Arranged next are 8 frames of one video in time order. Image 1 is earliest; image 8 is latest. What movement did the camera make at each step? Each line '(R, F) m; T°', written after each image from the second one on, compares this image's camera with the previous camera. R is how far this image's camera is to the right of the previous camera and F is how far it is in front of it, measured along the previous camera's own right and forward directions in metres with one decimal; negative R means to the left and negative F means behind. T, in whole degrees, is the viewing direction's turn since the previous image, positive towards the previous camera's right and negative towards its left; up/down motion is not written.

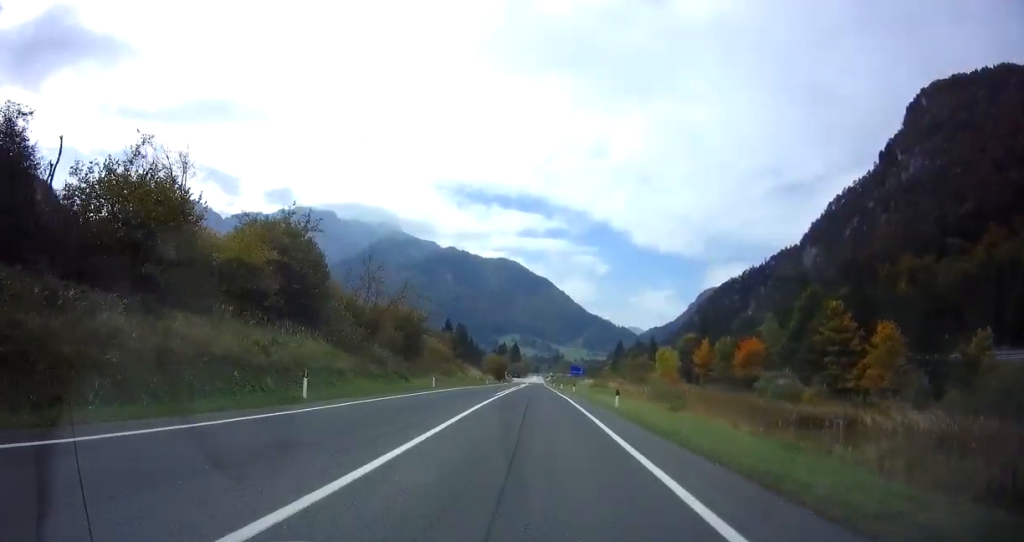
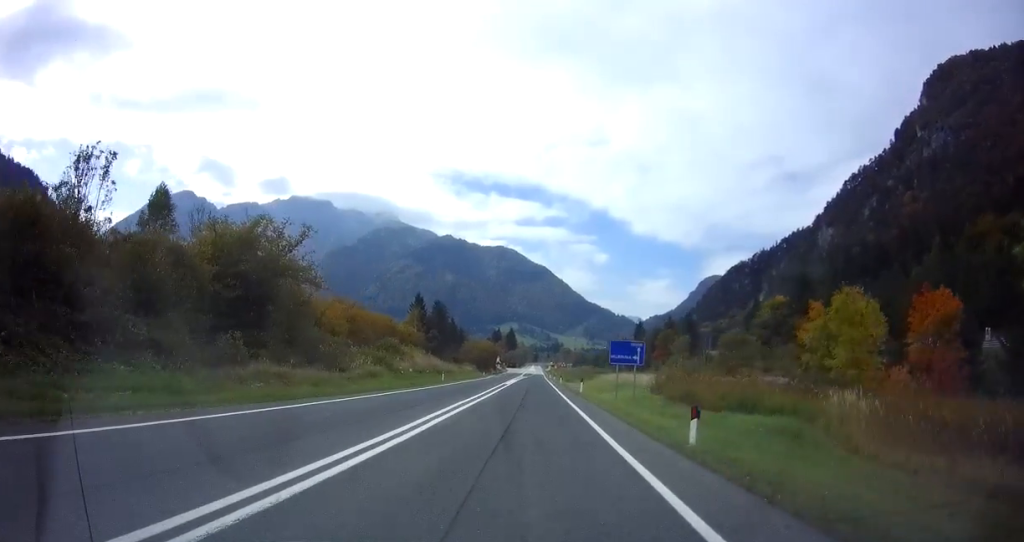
(-0.6, +39.7) m; -1°
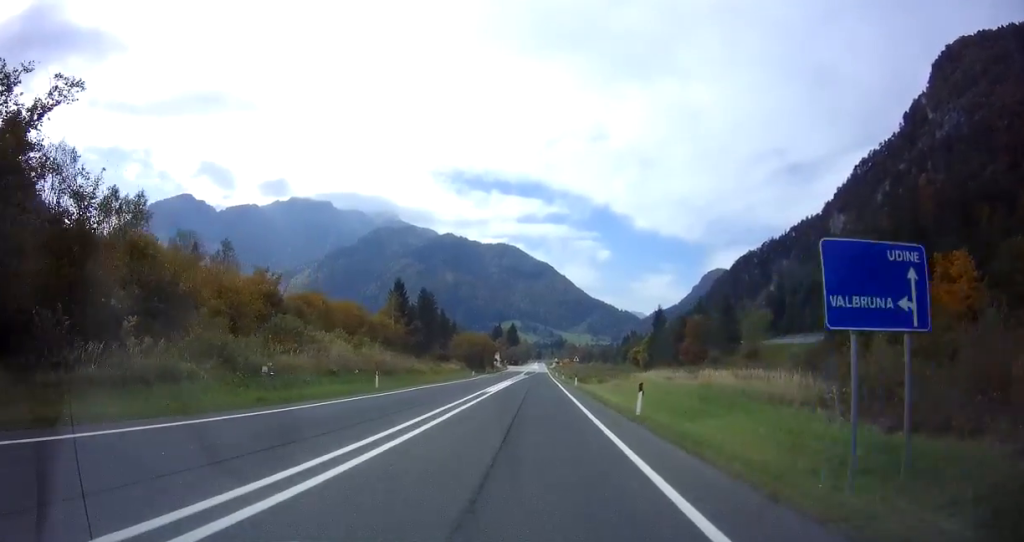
(-0.1, +21.3) m; +1°
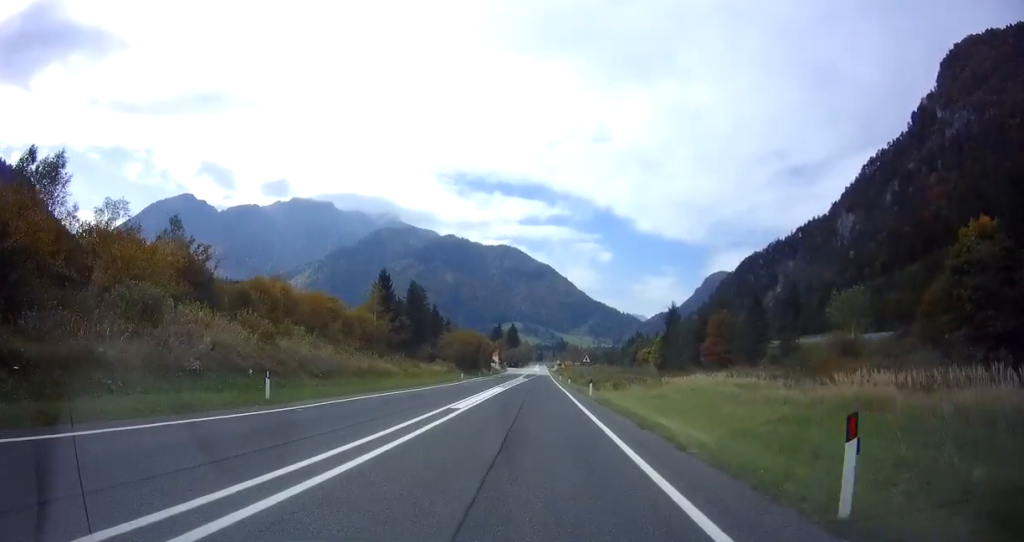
(+0.1, +12.1) m; 0°
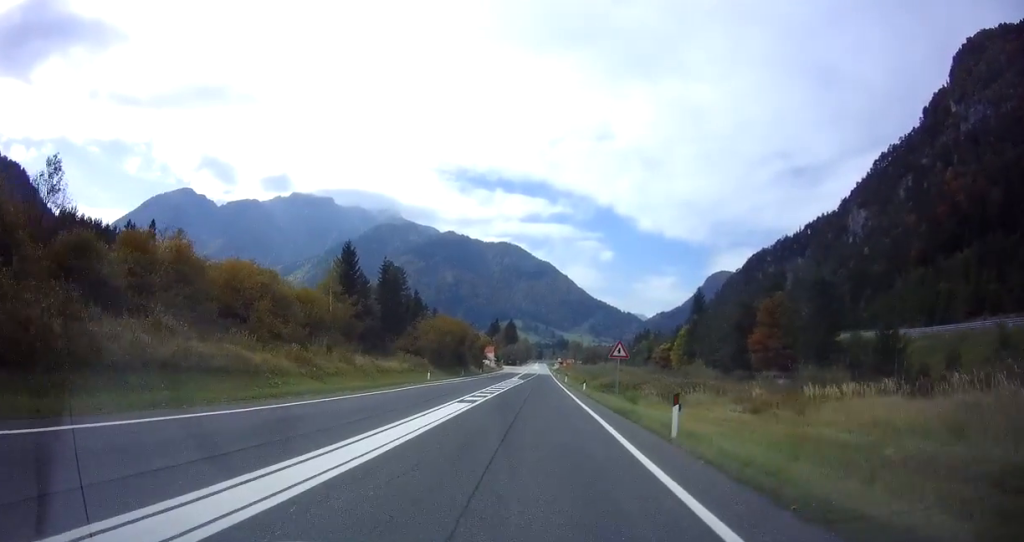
(+0.3, +20.6) m; 0°
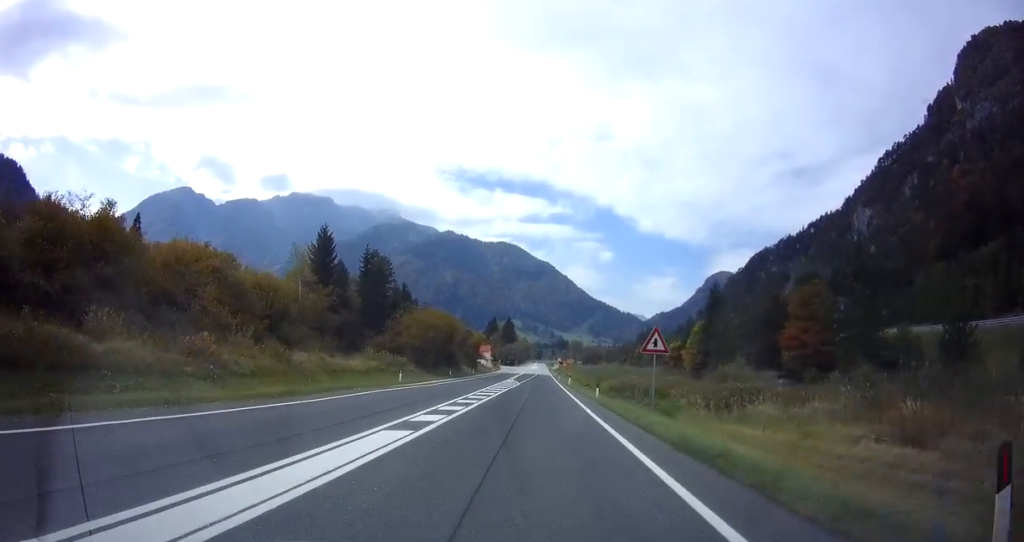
(-0.1, +9.2) m; 0°
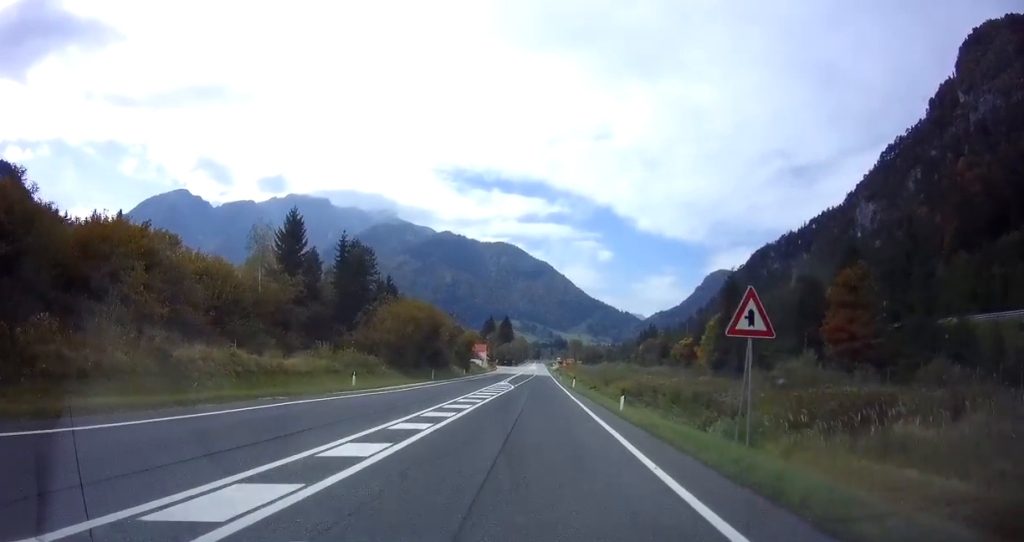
(-0.1, +9.3) m; 0°
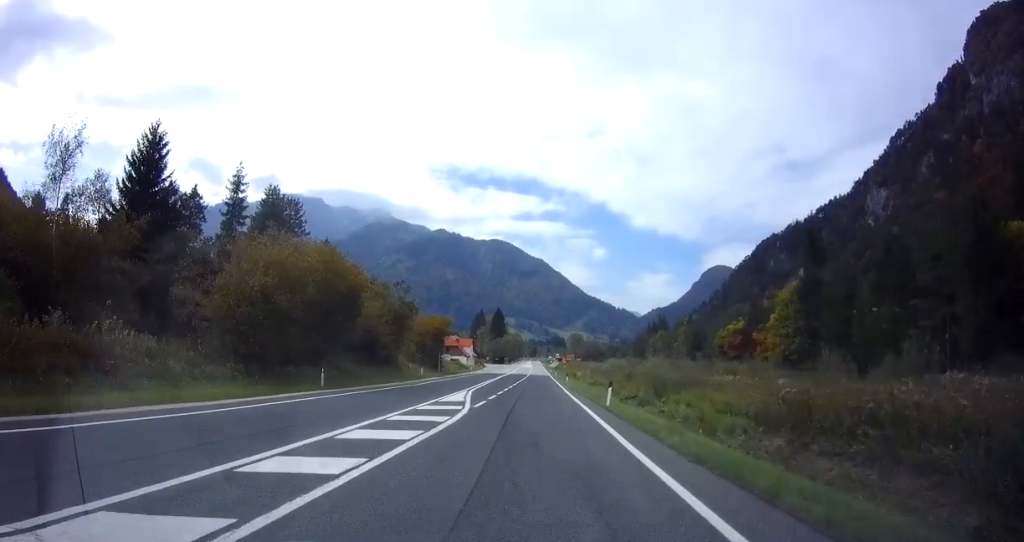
(0.0, +26.3) m; 0°
